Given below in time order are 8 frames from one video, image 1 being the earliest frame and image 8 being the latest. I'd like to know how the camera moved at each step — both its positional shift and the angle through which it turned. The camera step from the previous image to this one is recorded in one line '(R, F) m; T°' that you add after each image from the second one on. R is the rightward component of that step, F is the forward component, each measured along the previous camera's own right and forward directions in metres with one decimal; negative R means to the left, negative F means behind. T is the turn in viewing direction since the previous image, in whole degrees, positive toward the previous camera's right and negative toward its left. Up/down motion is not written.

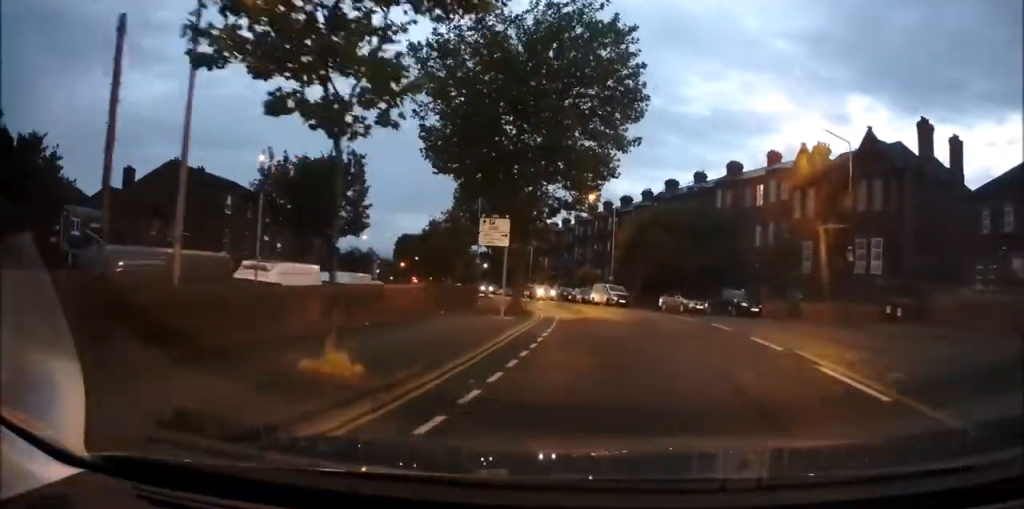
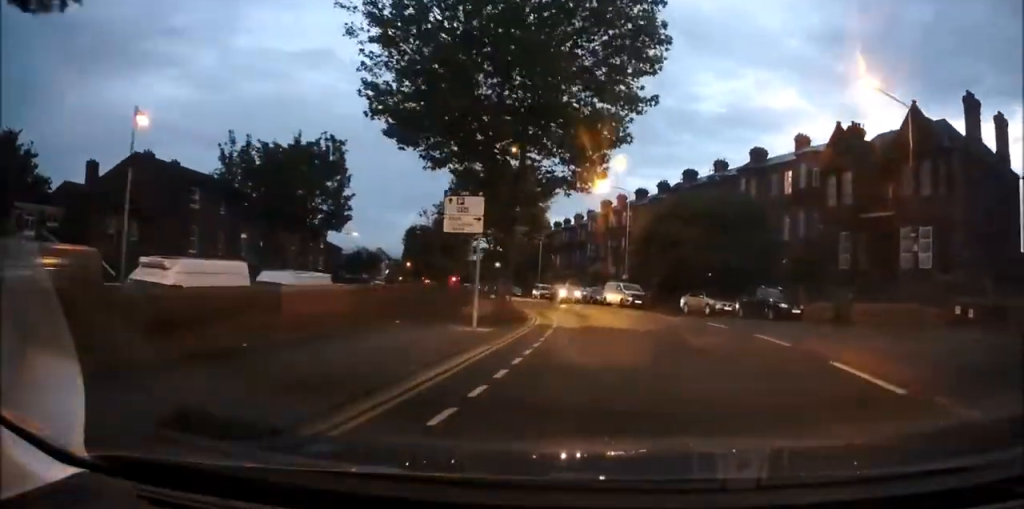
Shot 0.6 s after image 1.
(-0.1, +5.5) m; -3°
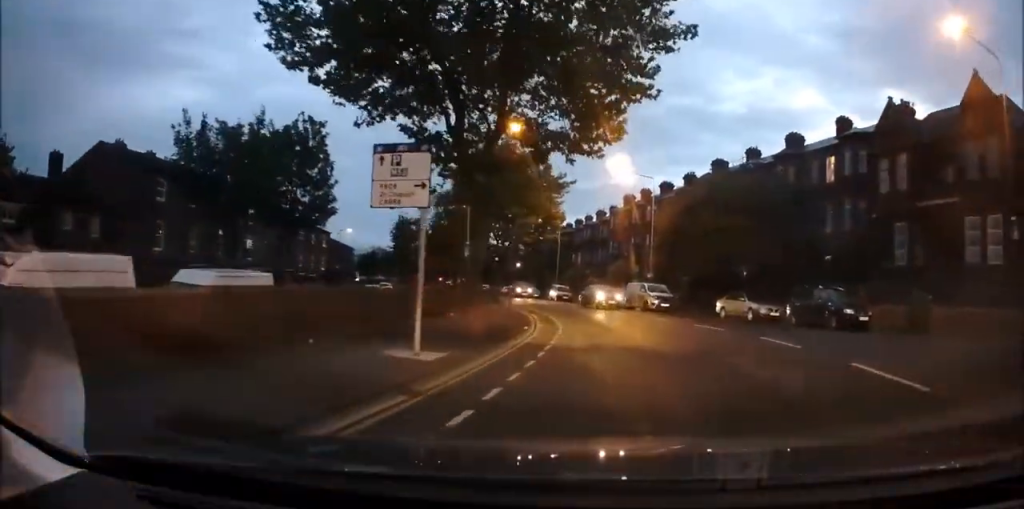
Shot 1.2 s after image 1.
(-0.2, +5.9) m; -3°
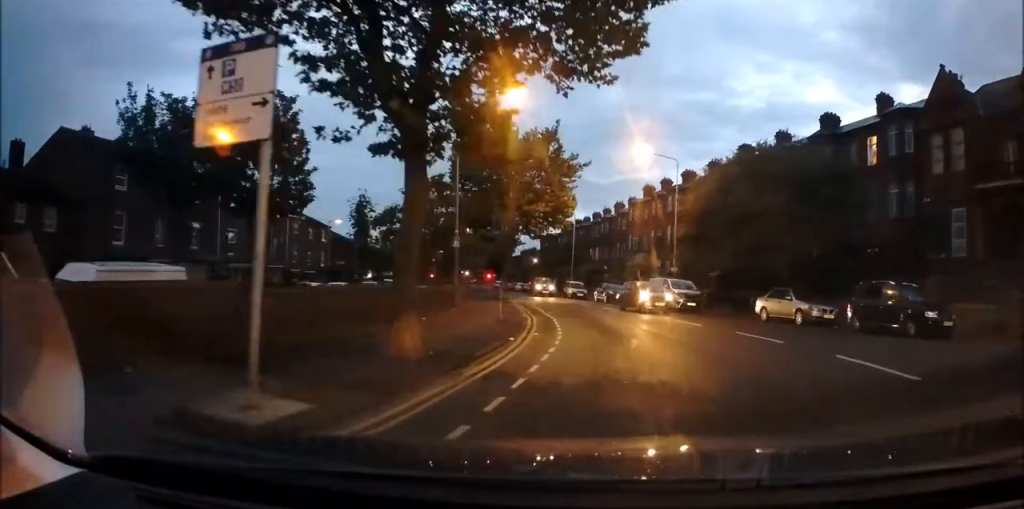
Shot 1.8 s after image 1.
(-0.1, +5.3) m; -3°
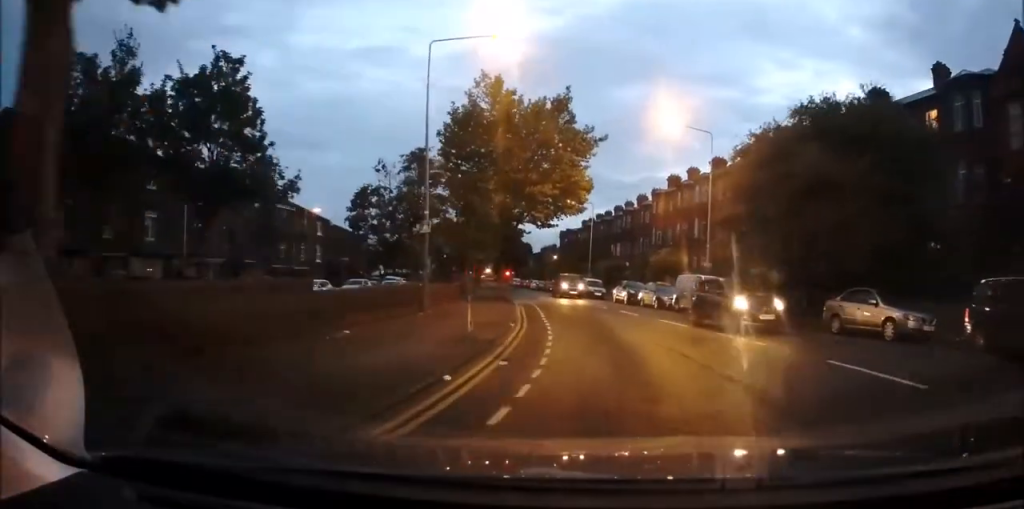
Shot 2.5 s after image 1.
(-0.3, +6.5) m; -3°
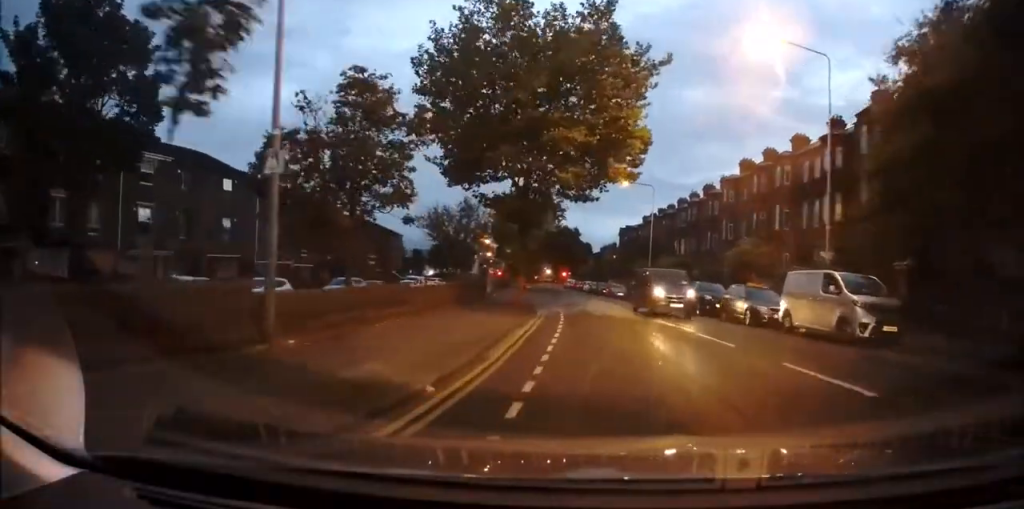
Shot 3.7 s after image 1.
(-0.4, +11.5) m; -5°
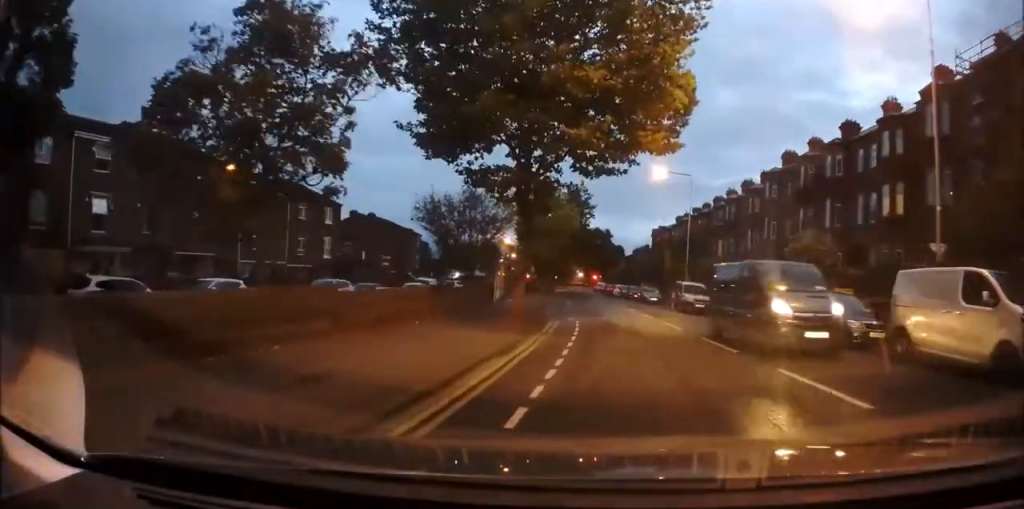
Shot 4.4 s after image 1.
(-0.2, +6.0) m; -2°
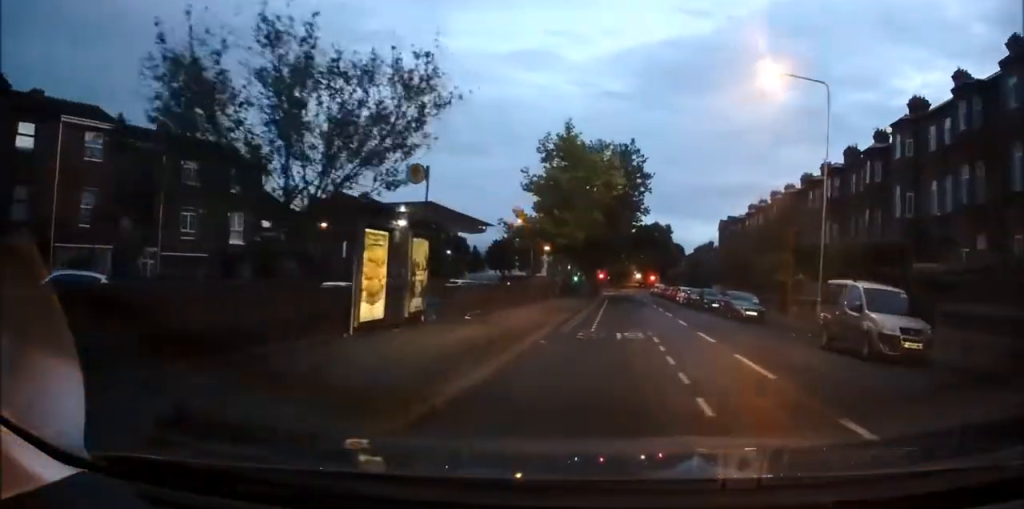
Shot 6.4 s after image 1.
(-1.3, +19.8) m; -6°
